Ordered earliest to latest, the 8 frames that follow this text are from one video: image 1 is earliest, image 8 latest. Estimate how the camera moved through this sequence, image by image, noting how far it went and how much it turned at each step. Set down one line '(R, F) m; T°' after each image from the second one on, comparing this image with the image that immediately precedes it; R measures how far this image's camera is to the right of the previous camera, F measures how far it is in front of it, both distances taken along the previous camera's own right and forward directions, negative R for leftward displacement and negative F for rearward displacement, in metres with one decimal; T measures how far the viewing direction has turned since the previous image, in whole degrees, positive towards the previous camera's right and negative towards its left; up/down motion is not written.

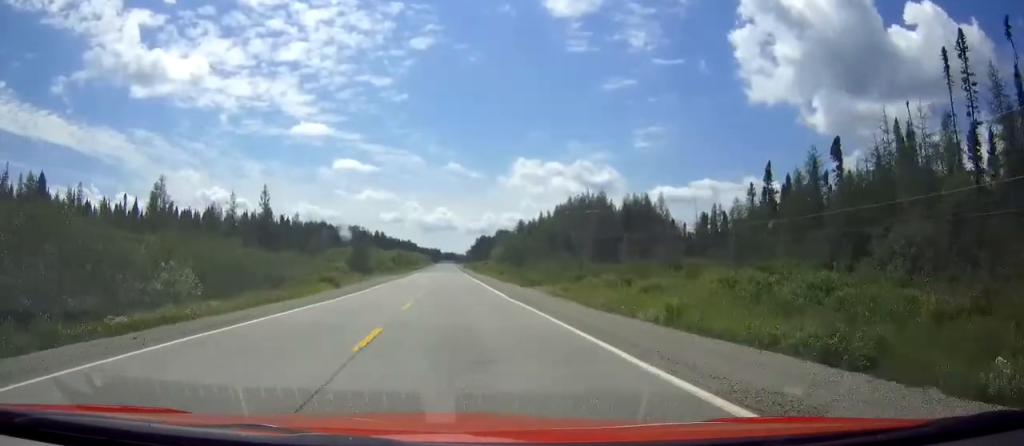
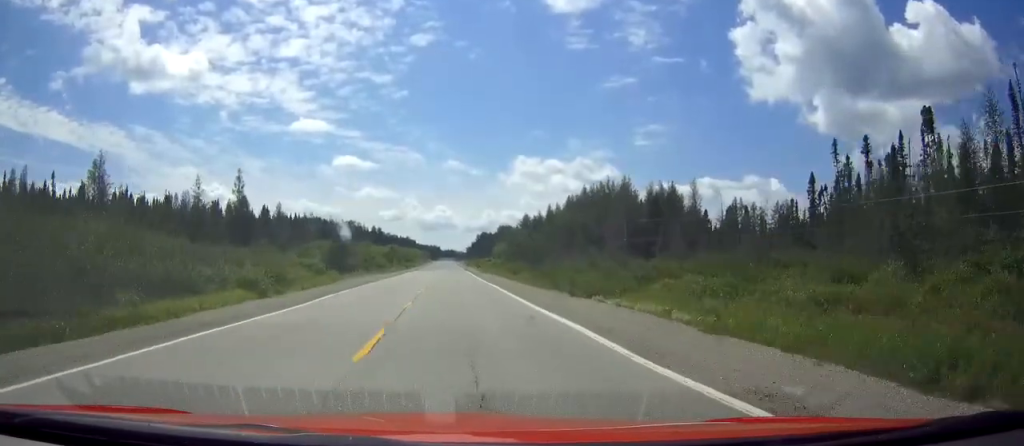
(0.0, +18.8) m; 0°
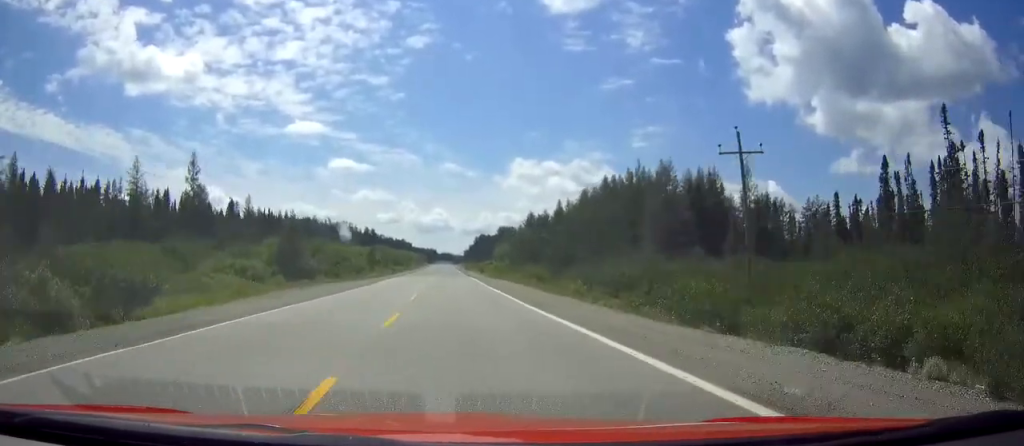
(0.0, +23.0) m; 0°
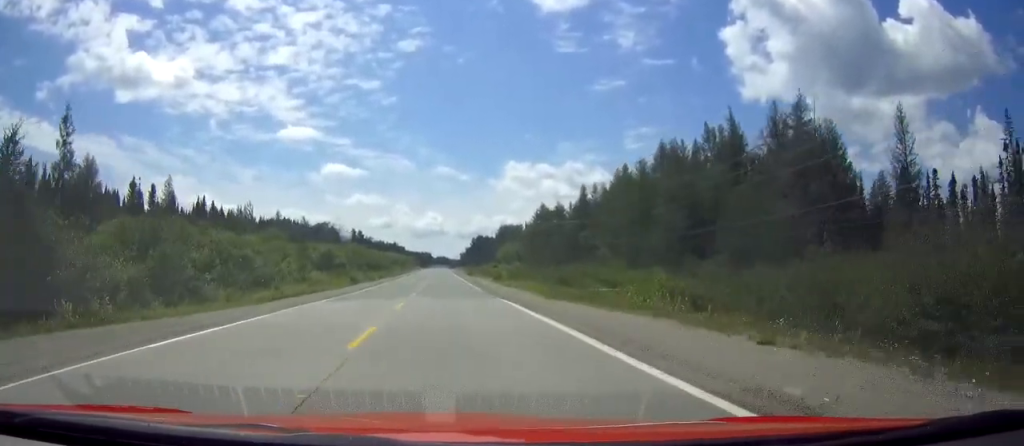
(0.0, +38.6) m; 0°
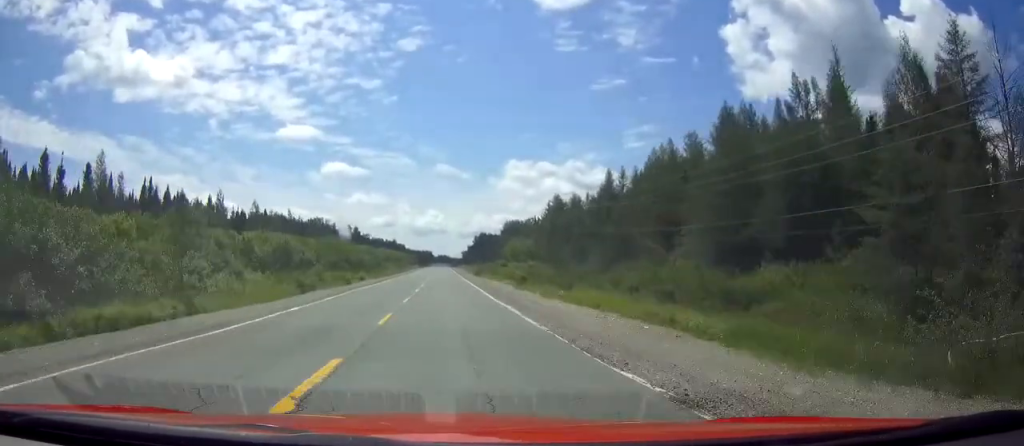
(0.0, +21.9) m; 0°
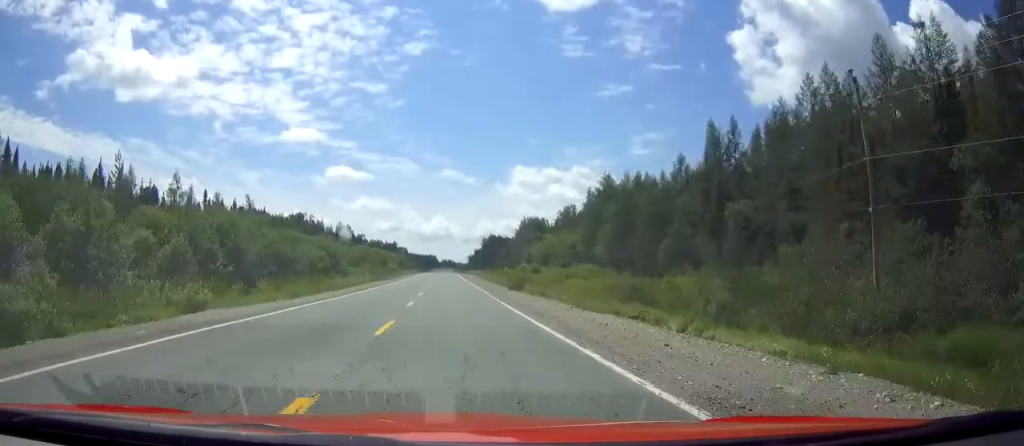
(0.0, +46.9) m; 0°
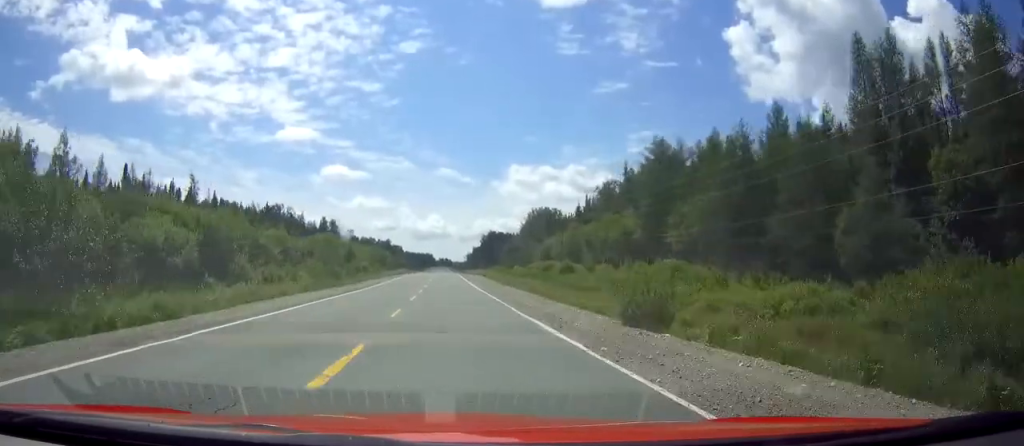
(0.0, +32.3) m; 0°
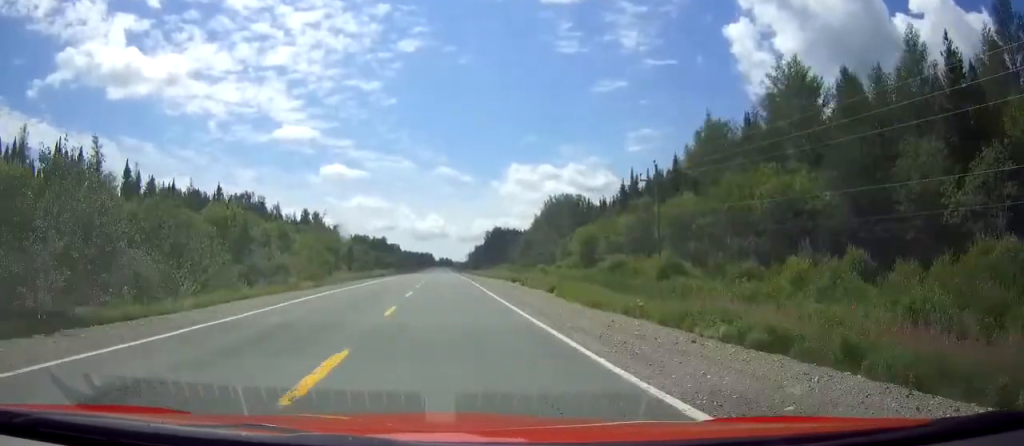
(0.0, +36.5) m; 0°
